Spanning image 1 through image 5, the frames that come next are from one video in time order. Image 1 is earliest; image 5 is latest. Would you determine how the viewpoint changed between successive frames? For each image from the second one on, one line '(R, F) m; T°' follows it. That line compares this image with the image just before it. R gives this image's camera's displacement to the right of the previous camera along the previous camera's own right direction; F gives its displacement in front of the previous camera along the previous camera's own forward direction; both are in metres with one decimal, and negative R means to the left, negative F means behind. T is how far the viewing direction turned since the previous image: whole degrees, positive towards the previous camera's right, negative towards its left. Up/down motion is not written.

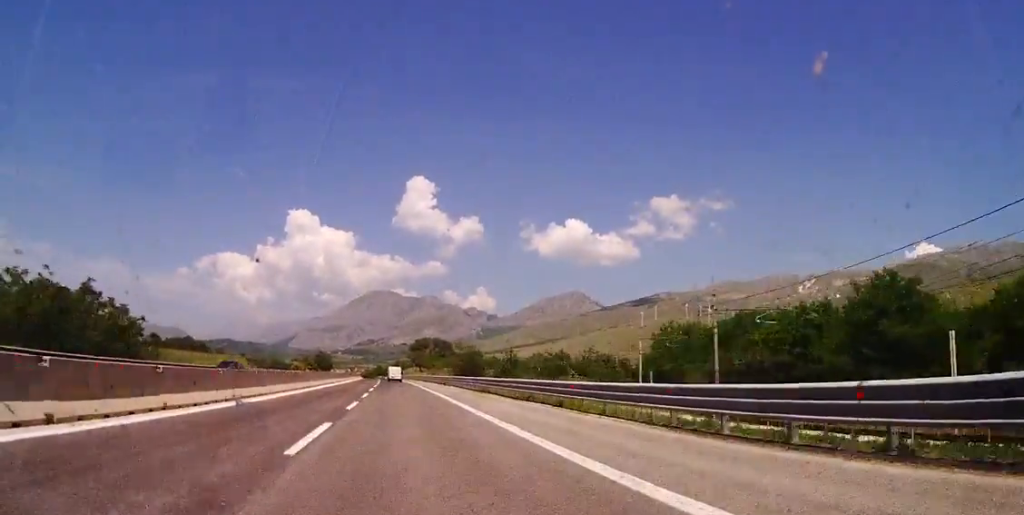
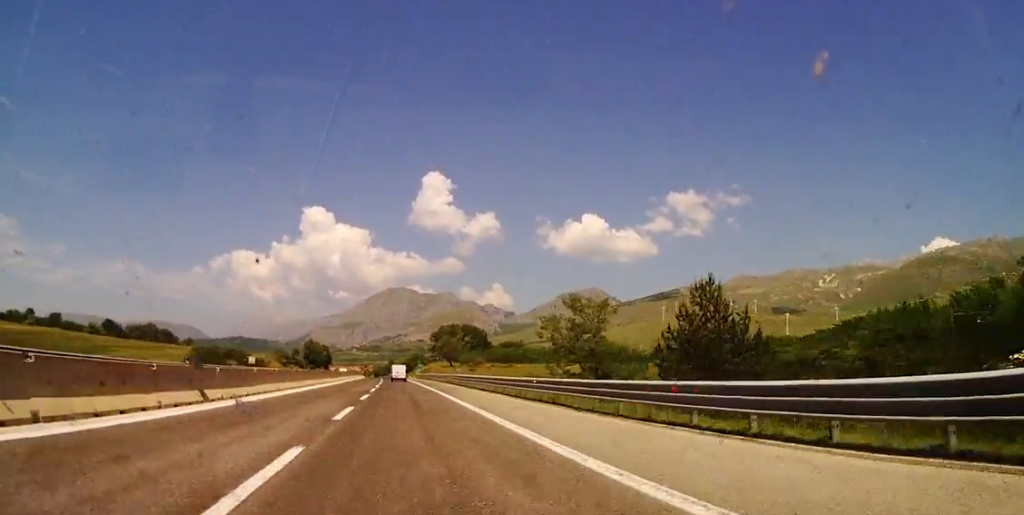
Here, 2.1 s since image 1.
(-1.3, +74.9) m; -2°
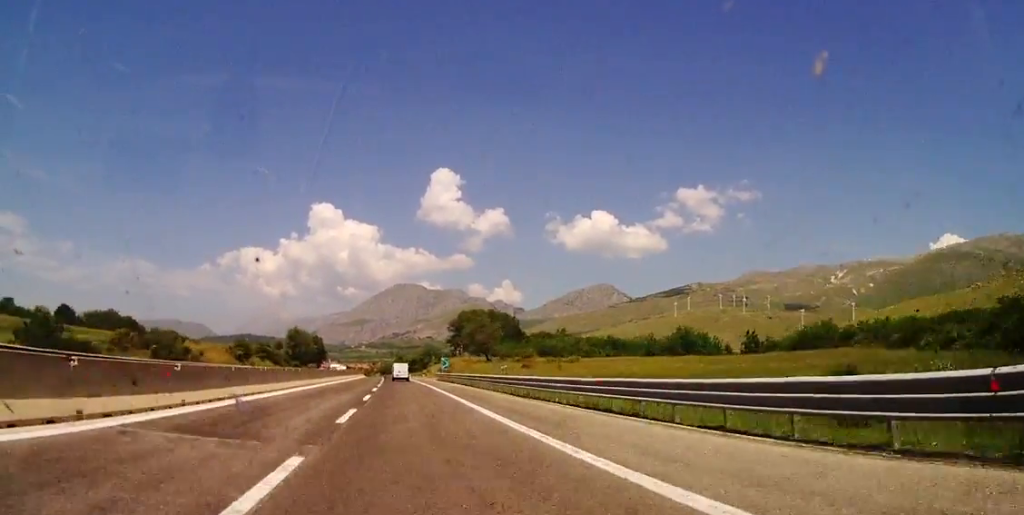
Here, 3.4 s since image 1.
(-0.3, +48.3) m; -1°
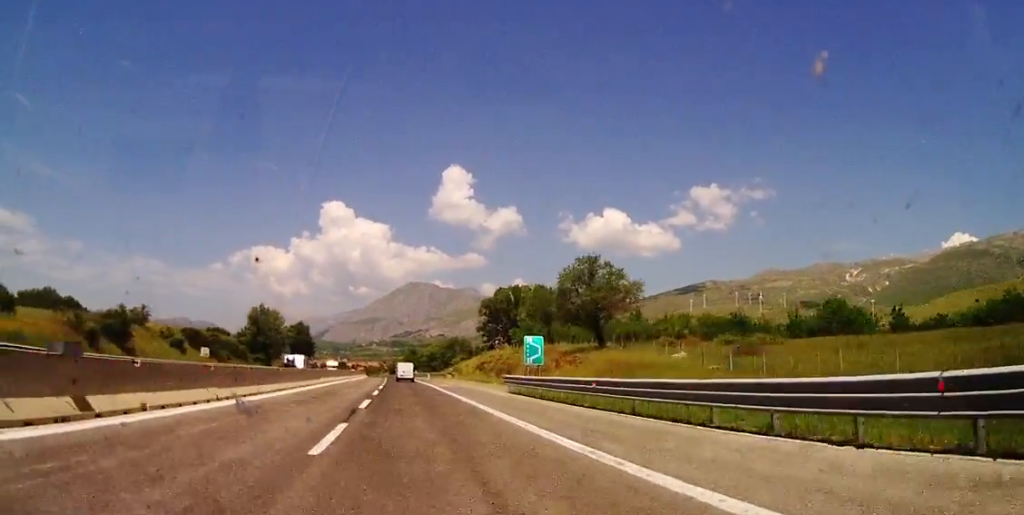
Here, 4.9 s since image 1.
(-0.6, +53.0) m; -1°
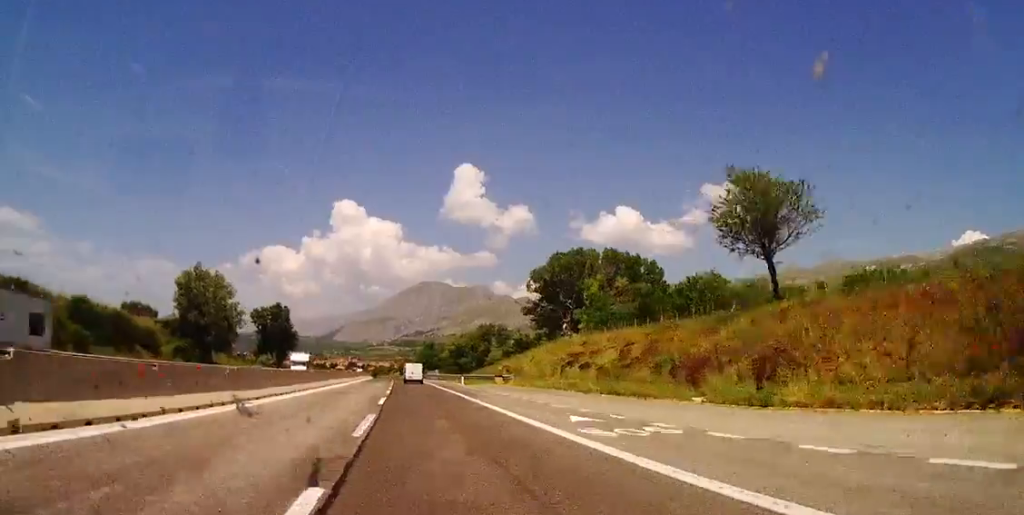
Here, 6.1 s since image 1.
(+0.1, +43.2) m; -1°
